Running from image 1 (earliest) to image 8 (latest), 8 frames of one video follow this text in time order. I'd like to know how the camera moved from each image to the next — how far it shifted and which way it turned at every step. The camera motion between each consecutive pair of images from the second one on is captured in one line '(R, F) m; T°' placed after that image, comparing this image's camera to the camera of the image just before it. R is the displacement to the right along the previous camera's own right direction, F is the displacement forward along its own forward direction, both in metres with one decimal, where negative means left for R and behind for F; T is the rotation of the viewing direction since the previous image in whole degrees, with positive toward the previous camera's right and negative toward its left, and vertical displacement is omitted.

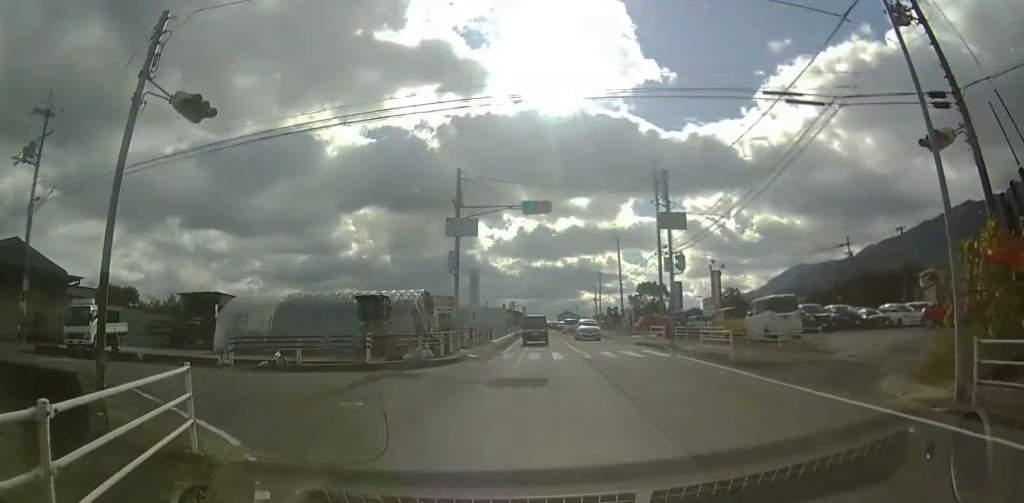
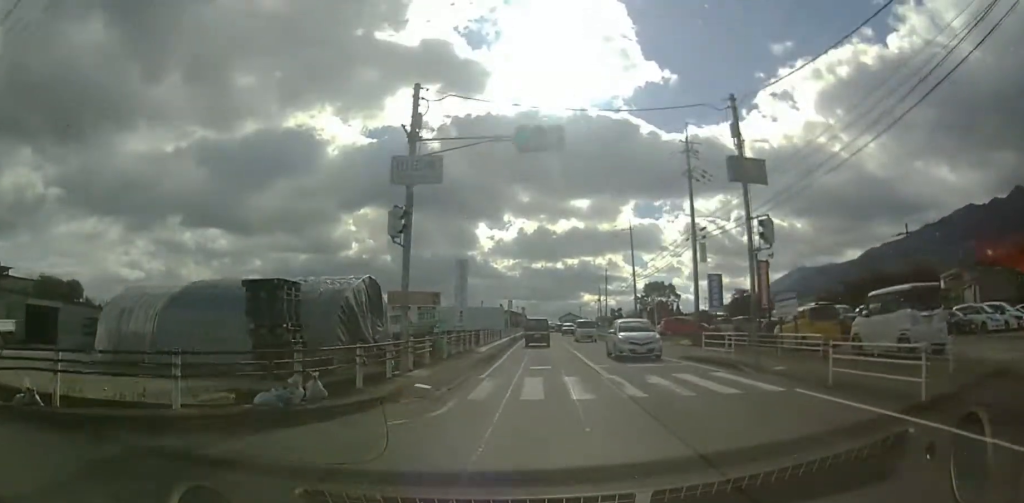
(-0.1, +8.3) m; 0°
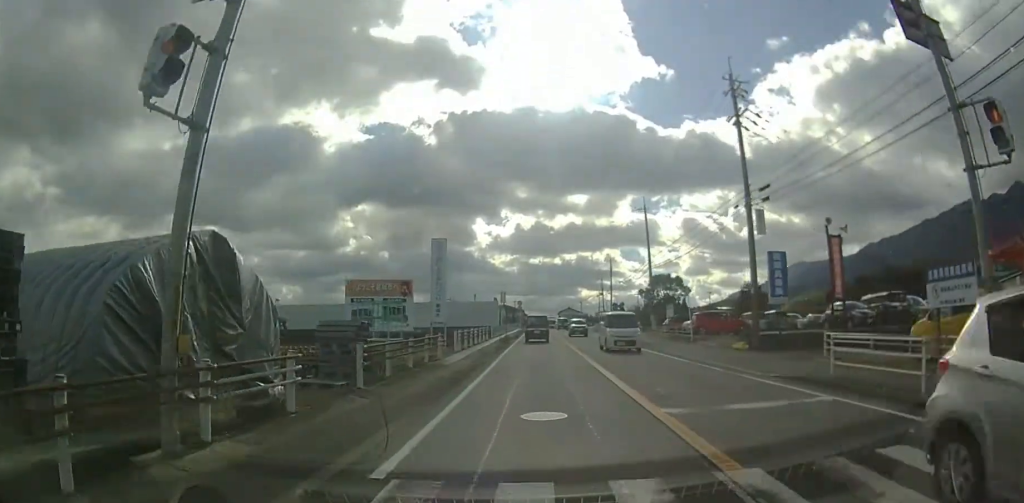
(+0.1, +8.8) m; +1°
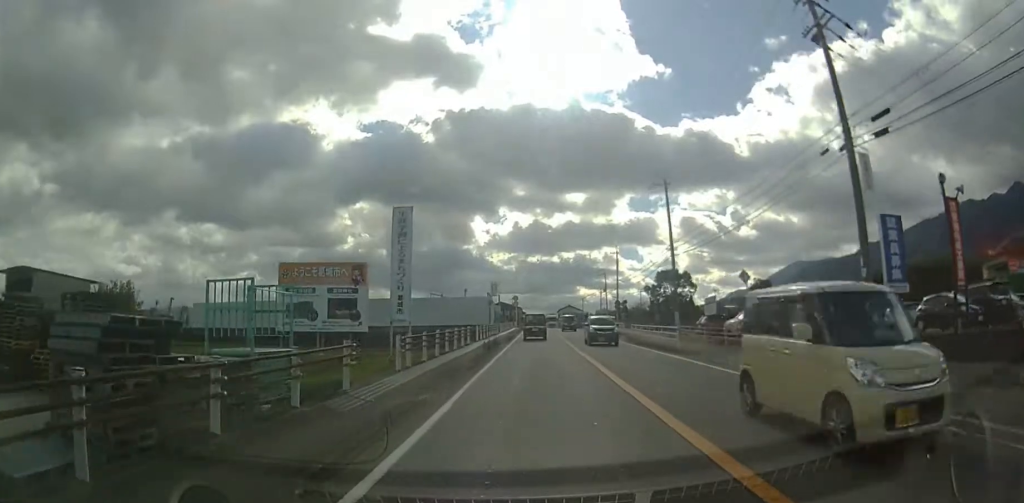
(+0.1, +8.8) m; +1°
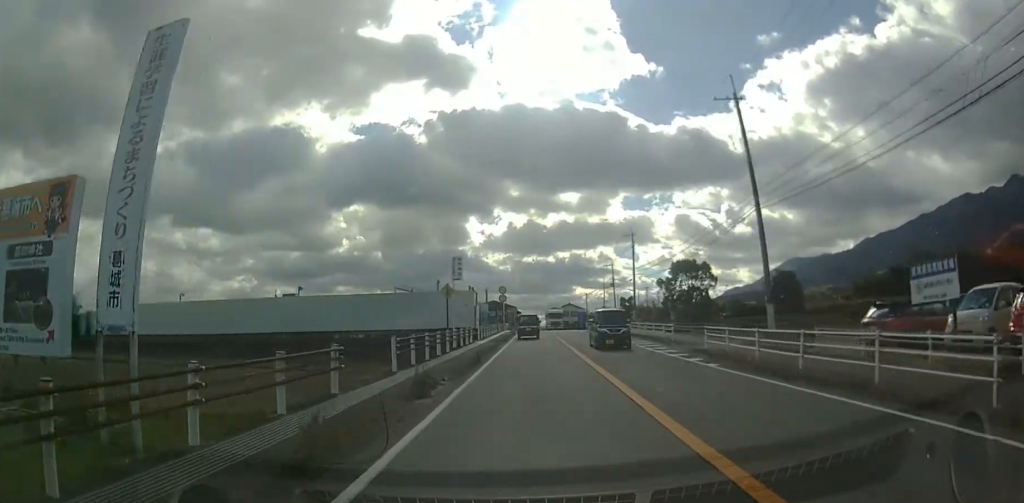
(-0.1, +16.2) m; -1°
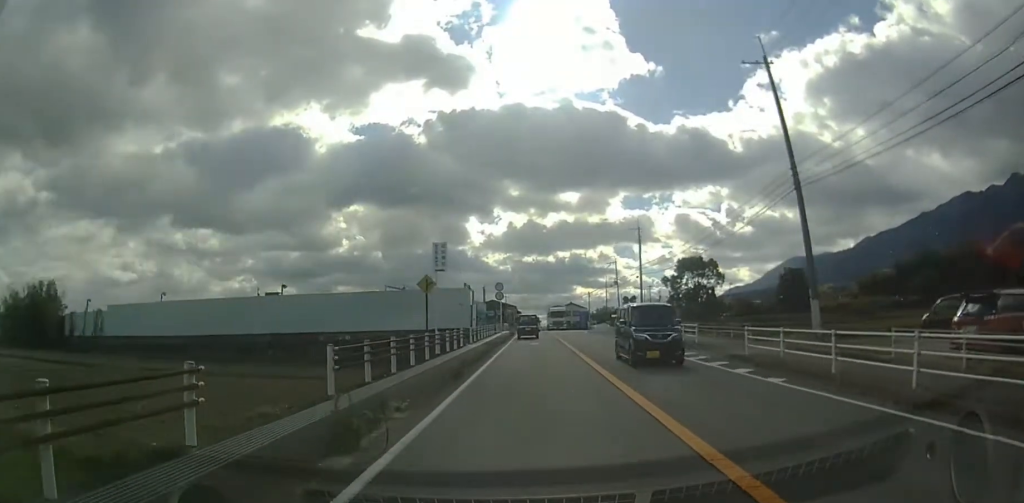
(0.0, +4.1) m; 0°
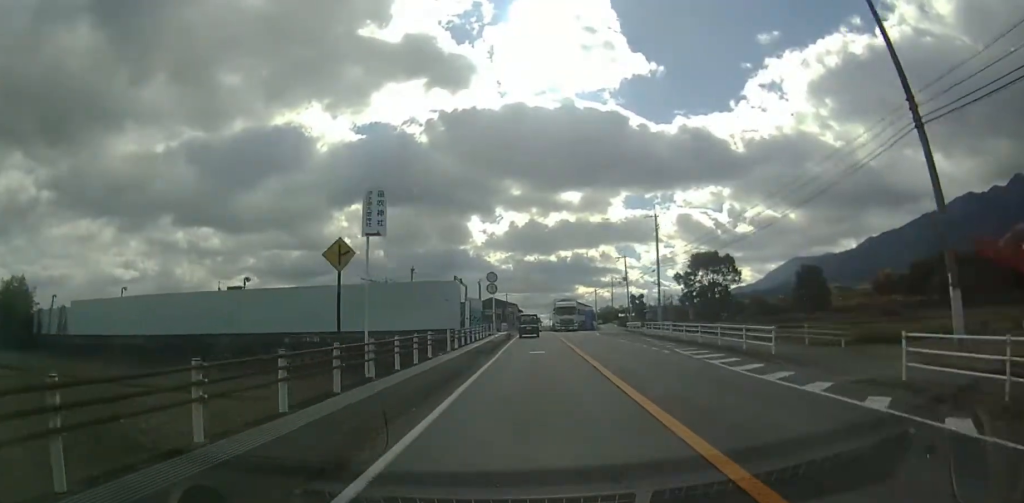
(0.0, +7.9) m; 0°
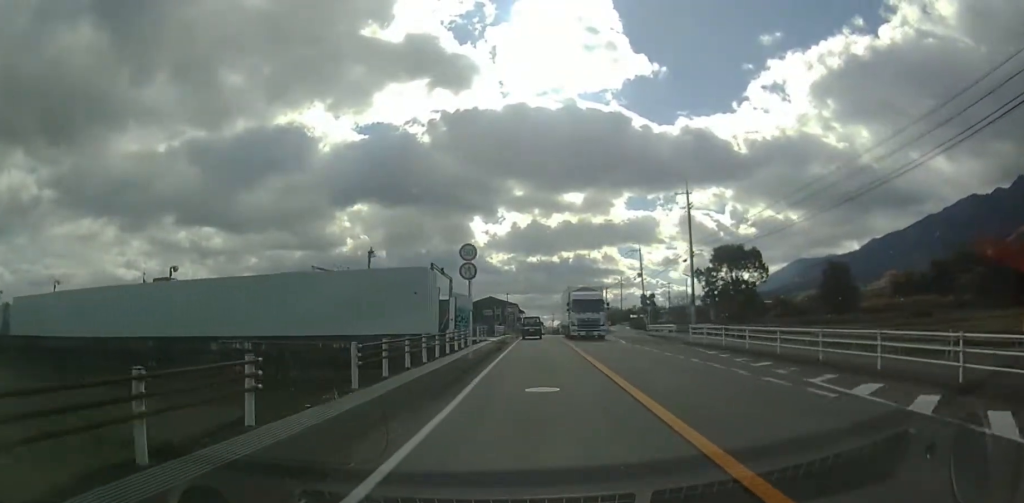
(0.0, +10.7) m; 0°
